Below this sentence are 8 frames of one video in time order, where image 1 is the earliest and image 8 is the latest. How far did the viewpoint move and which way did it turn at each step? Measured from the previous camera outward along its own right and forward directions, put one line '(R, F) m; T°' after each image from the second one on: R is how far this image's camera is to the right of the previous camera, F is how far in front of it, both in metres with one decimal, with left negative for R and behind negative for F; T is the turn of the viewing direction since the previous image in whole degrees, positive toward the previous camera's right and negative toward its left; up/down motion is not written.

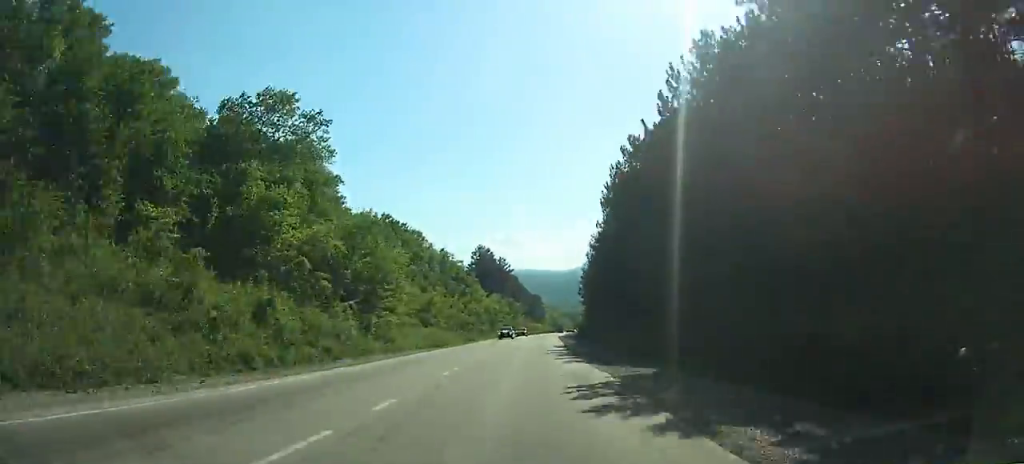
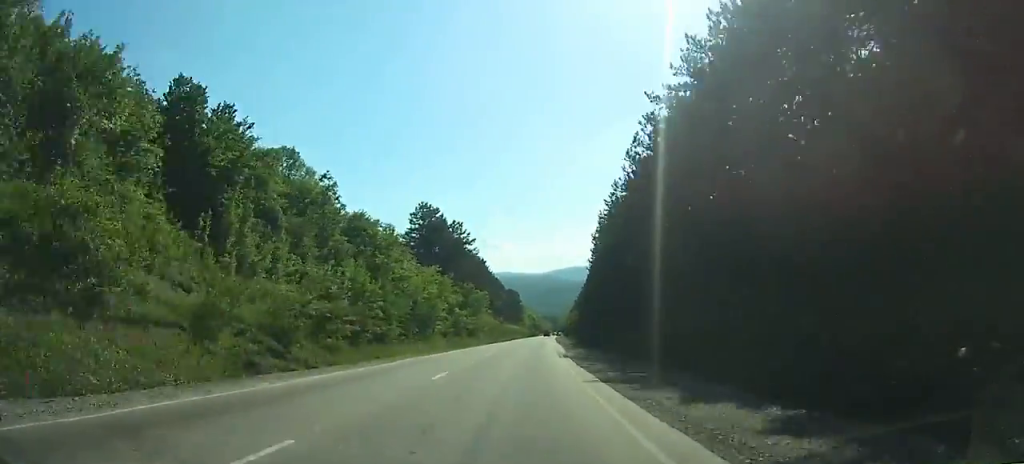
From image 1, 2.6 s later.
(+0.5, +58.6) m; +1°
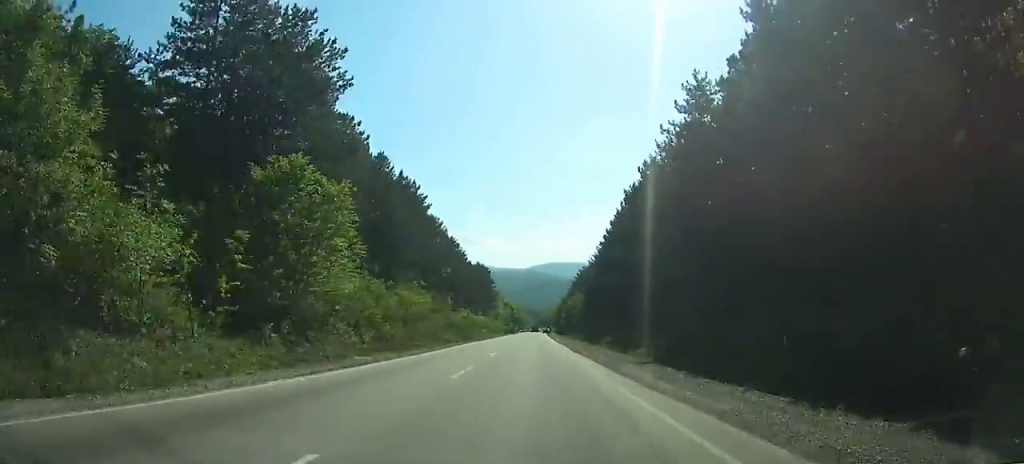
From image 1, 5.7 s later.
(+1.3, +70.5) m; +2°
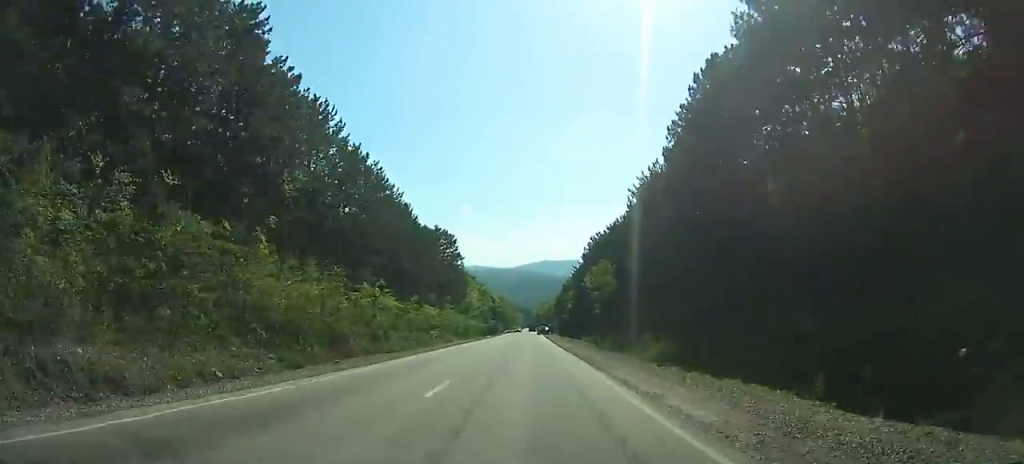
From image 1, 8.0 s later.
(+0.6, +54.5) m; +1°
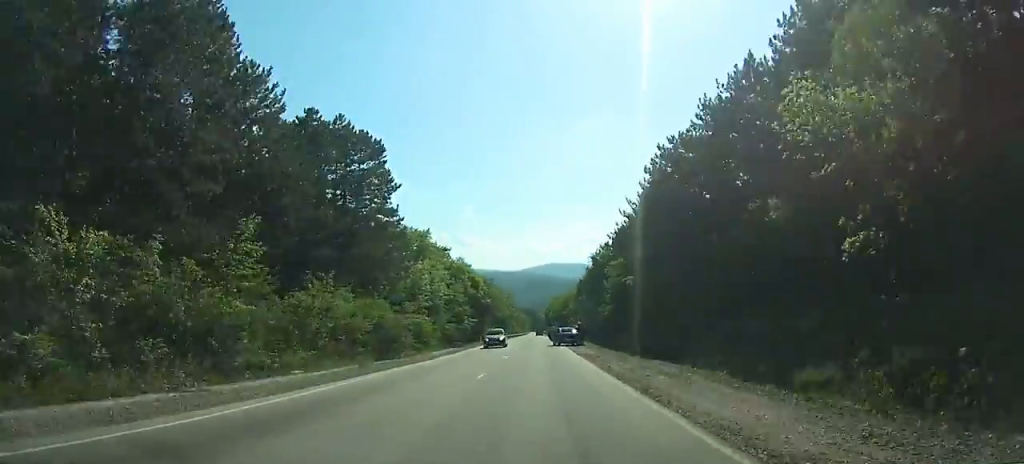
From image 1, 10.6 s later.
(+0.2, +60.9) m; 0°
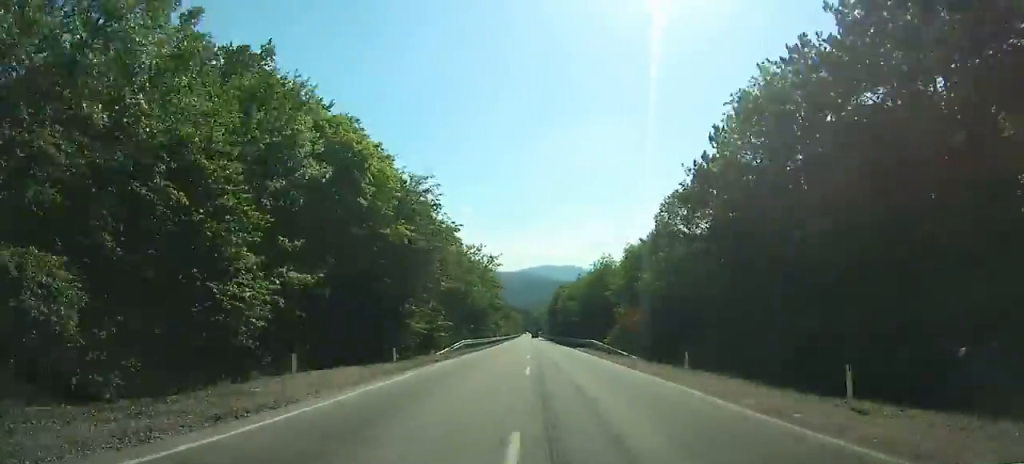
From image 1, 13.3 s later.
(+0.2, +62.1) m; +1°
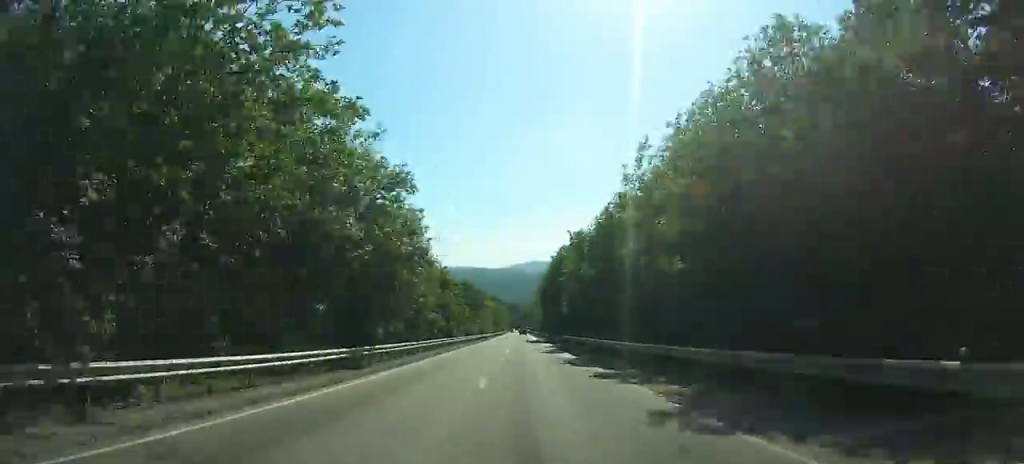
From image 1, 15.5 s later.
(+0.3, +50.2) m; 0°
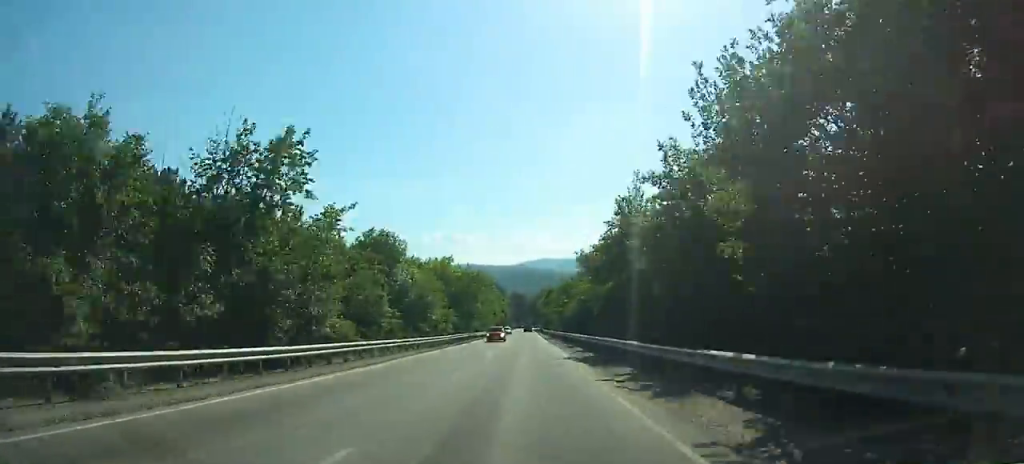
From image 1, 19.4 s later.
(+0.1, +89.7) m; 0°
